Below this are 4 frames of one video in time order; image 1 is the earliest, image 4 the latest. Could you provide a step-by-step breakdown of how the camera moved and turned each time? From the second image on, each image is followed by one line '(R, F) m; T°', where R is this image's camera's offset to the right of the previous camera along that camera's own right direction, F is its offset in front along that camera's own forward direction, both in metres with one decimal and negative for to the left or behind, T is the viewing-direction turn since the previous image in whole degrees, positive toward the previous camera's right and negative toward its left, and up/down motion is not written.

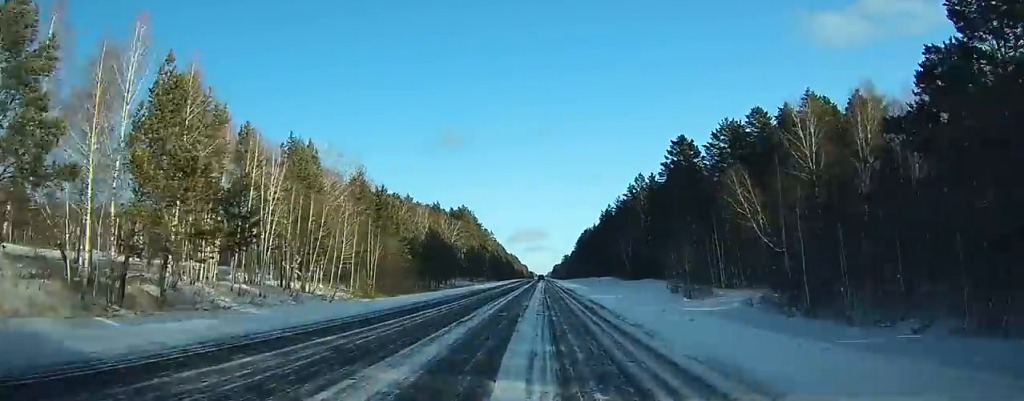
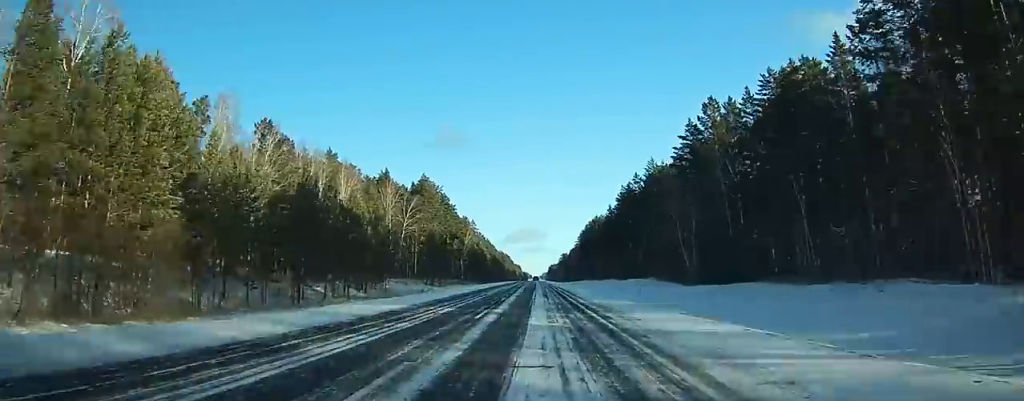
(+0.7, +70.4) m; +1°
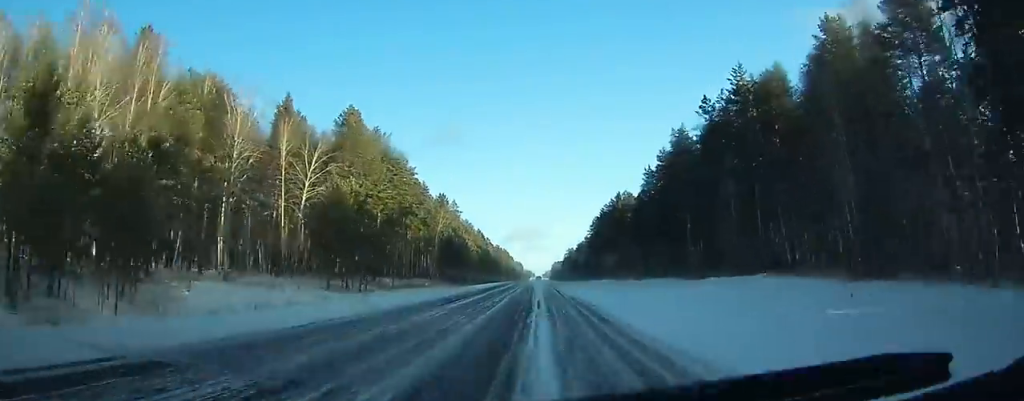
(-0.1, +63.1) m; -1°
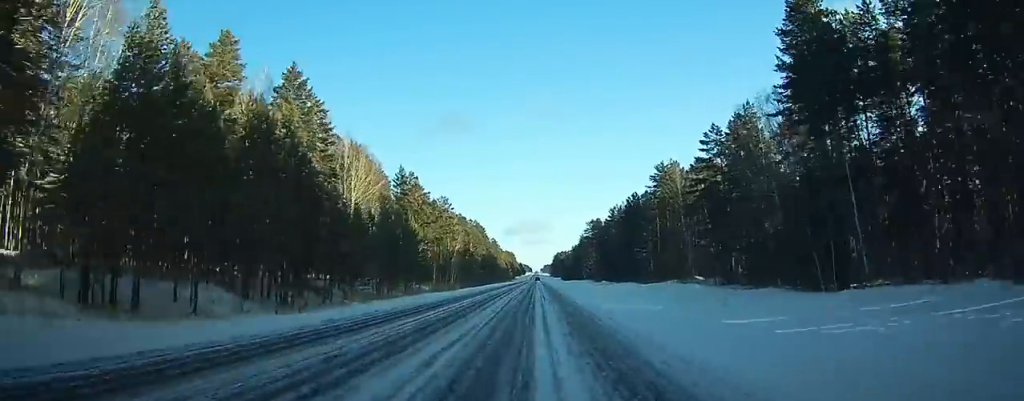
(-2.9, +217.2) m; -1°
